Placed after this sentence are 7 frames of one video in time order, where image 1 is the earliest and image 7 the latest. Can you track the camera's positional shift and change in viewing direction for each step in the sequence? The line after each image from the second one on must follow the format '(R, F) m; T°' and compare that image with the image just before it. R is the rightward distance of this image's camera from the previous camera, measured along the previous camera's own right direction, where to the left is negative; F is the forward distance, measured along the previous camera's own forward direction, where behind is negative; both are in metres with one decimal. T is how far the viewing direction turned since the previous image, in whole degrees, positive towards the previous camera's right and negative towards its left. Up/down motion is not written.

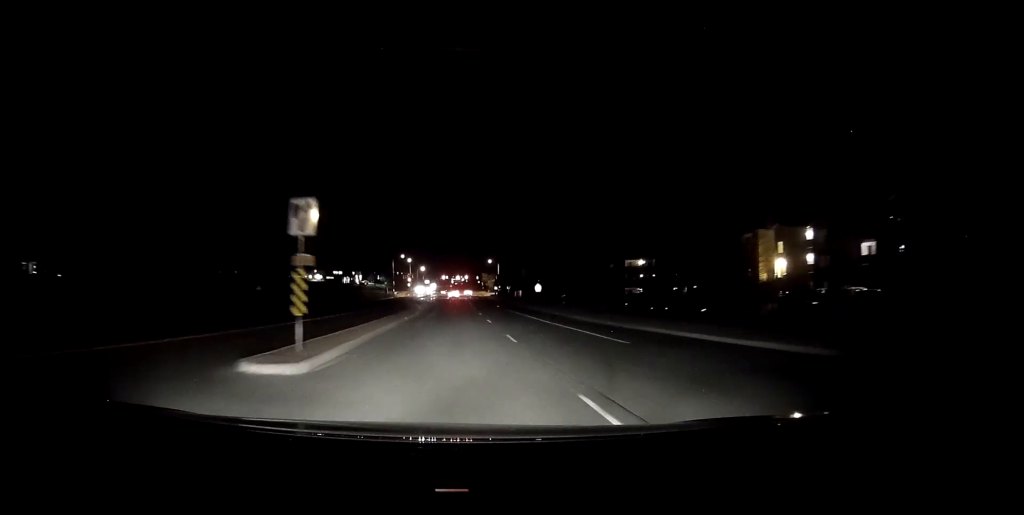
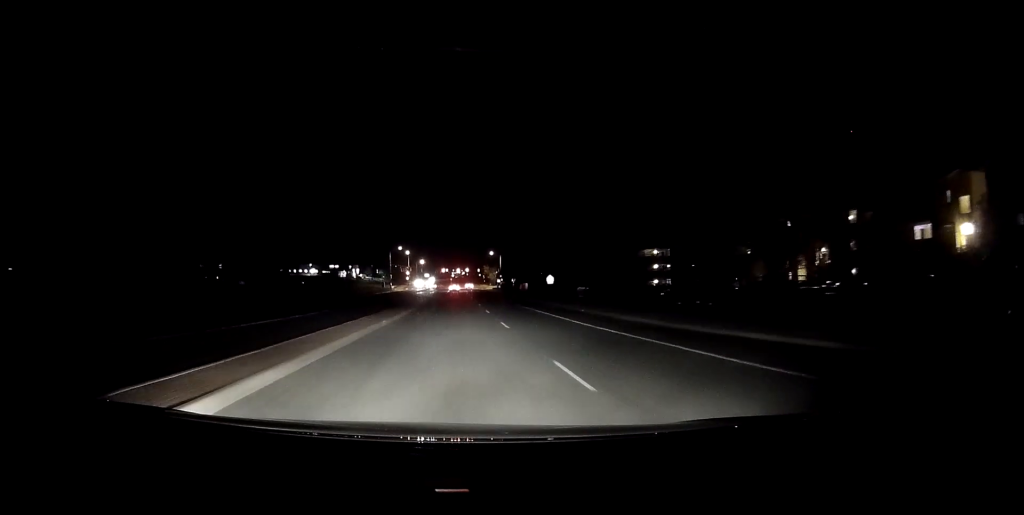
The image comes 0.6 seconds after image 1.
(0.0, +9.3) m; 0°
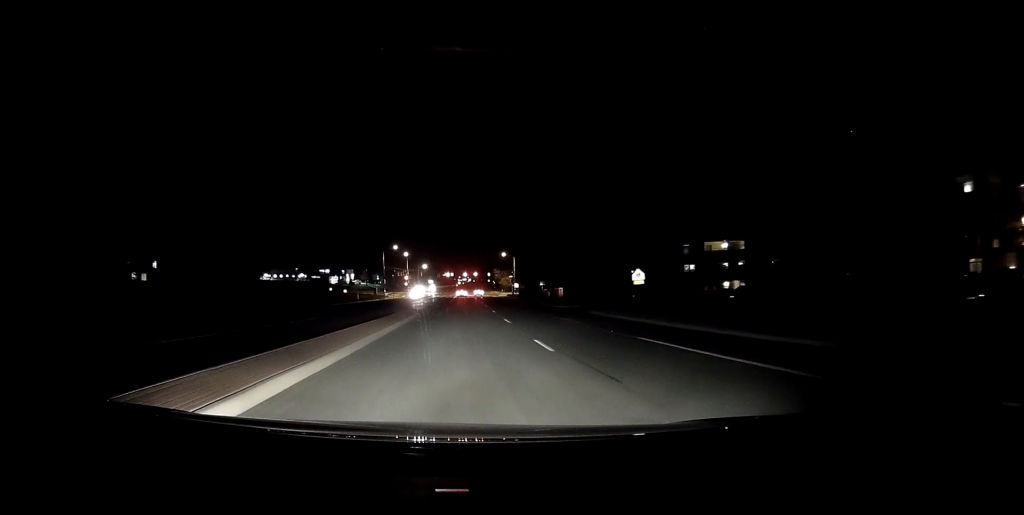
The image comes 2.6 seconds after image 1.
(0.0, +29.9) m; 0°
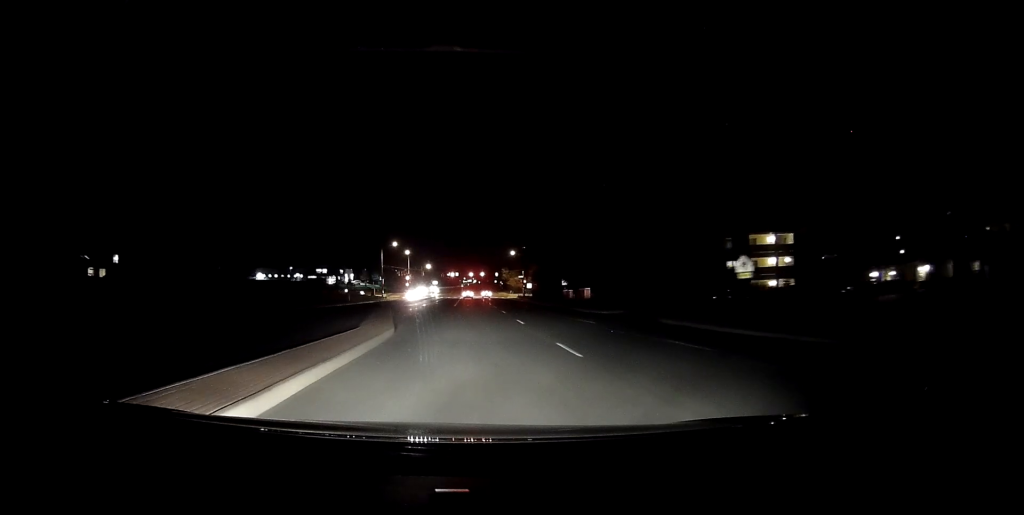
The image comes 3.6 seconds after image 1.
(0.0, +12.8) m; 0°
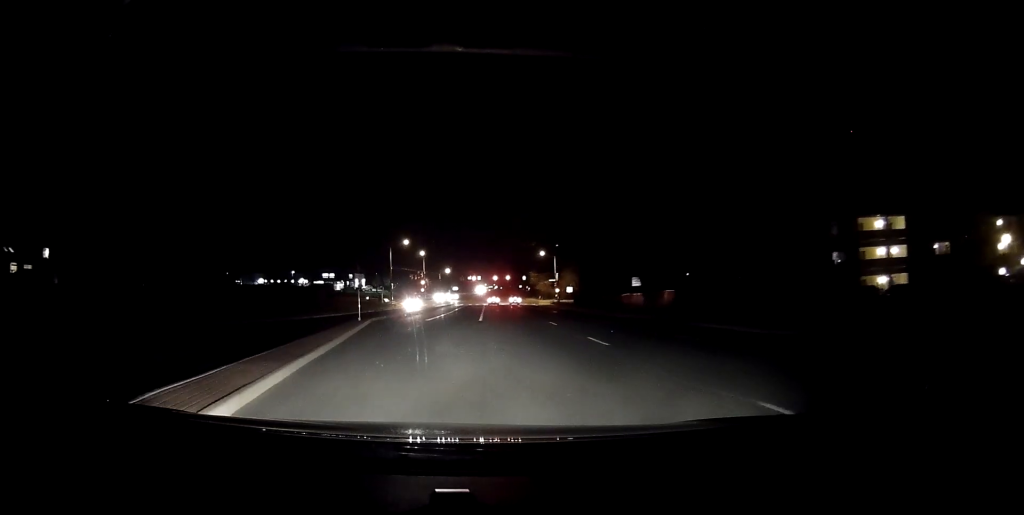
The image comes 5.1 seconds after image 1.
(-0.7, +19.7) m; -5°
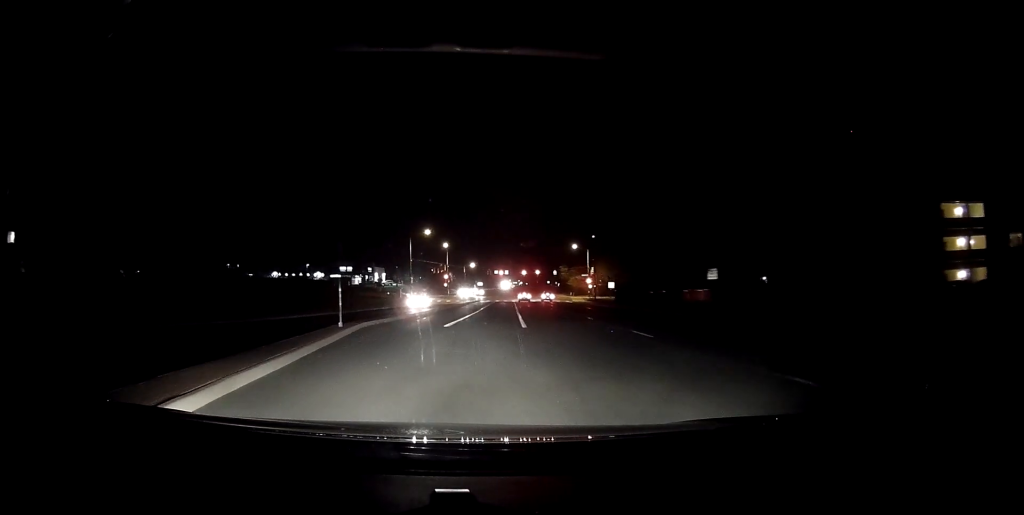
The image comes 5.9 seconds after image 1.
(-0.2, +10.1) m; -2°
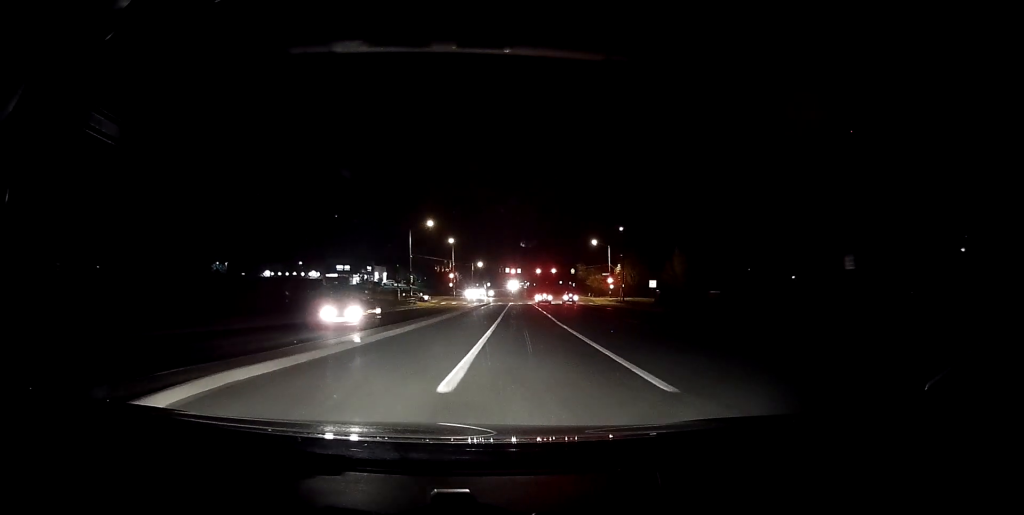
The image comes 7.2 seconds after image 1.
(-0.1, +14.3) m; +2°
